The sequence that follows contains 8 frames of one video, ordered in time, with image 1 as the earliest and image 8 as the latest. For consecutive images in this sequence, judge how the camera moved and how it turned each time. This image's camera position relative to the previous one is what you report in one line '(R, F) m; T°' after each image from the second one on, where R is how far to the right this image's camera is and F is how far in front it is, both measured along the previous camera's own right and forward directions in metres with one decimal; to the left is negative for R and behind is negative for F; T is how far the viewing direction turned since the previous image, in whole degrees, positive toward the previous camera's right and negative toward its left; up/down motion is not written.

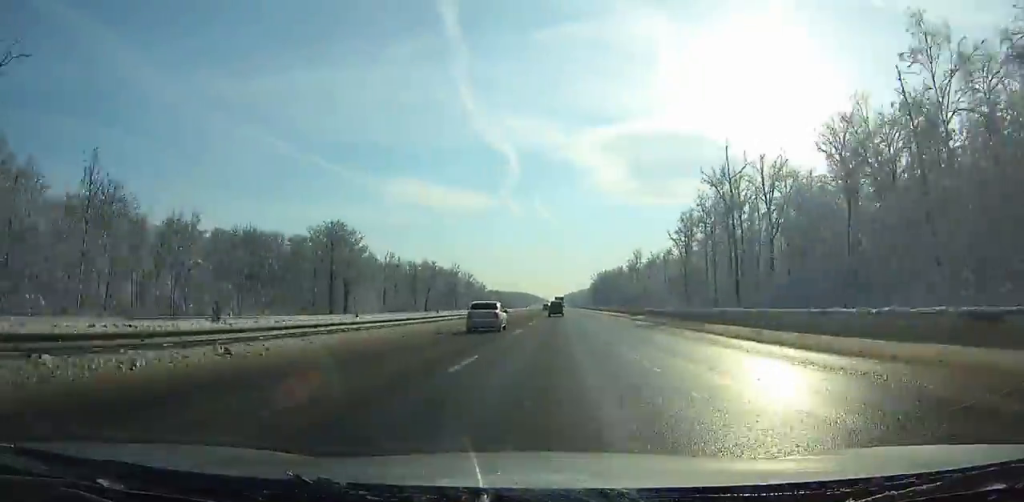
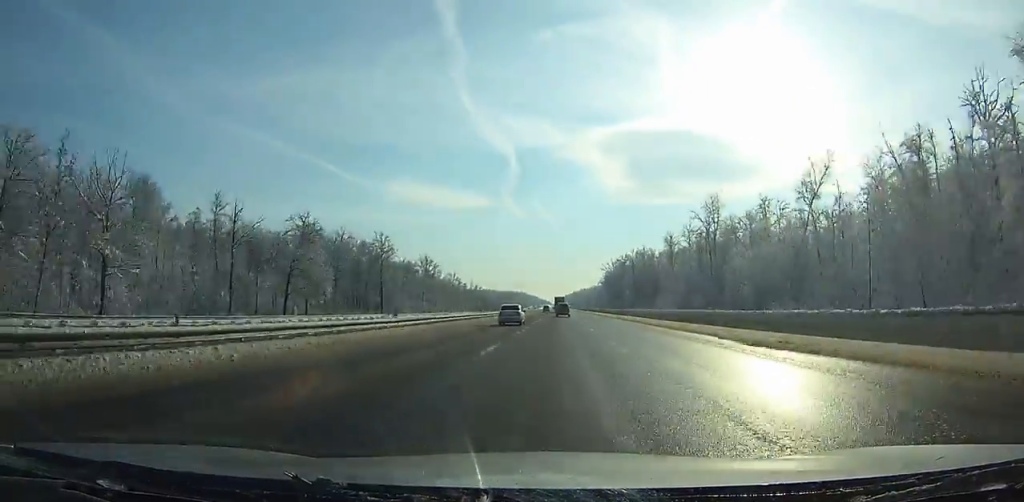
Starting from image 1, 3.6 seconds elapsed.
(-0.1, +105.6) m; 0°
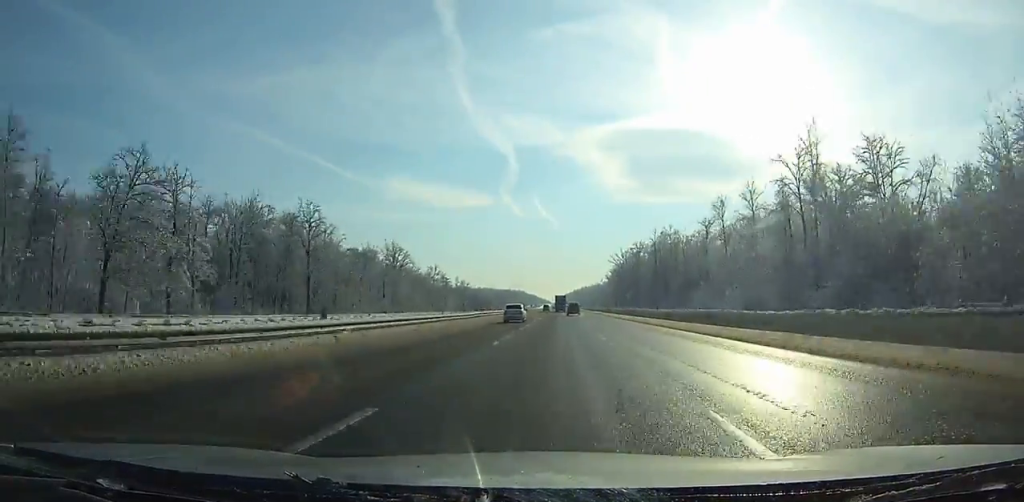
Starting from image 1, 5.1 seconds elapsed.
(+0.1, +43.5) m; 0°
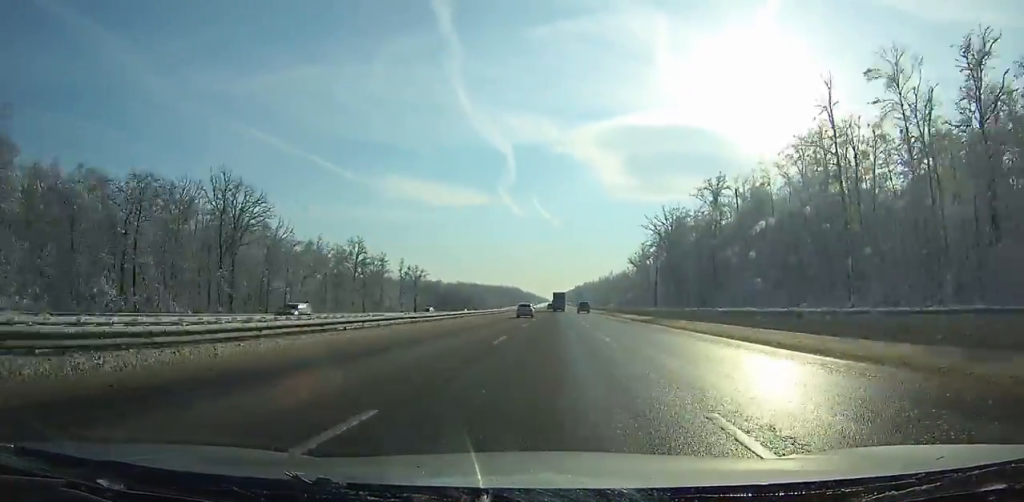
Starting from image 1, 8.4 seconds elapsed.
(+0.1, +94.9) m; 0°
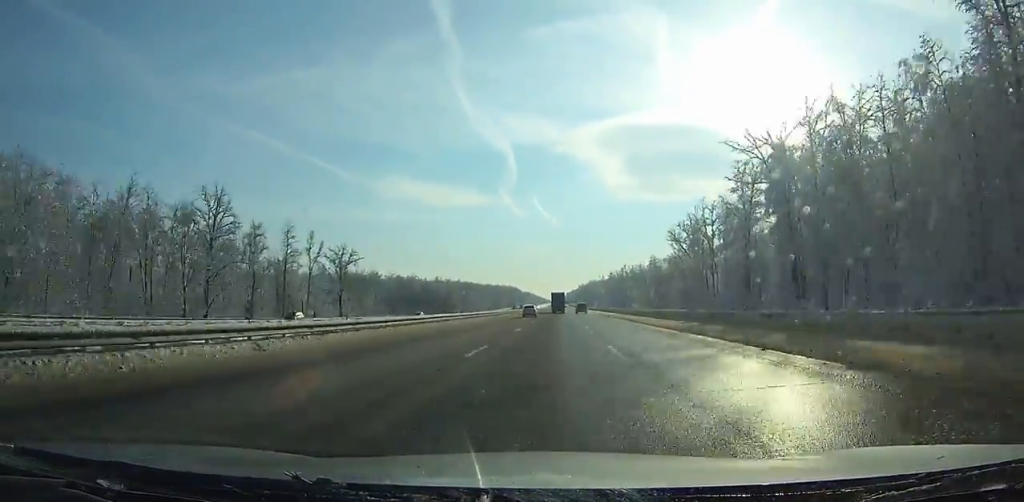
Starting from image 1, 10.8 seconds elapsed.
(-0.1, +68.1) m; 0°
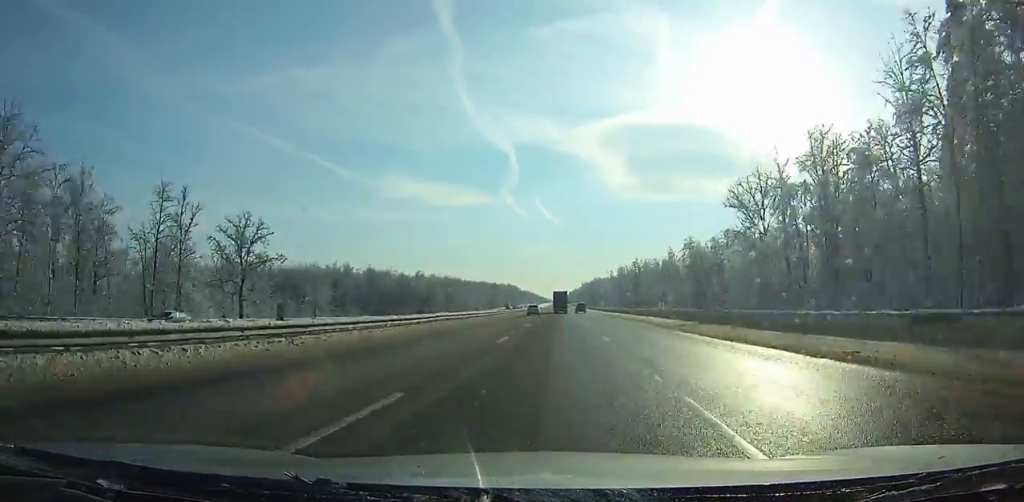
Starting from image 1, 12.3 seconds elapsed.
(0.0, +42.4) m; 0°
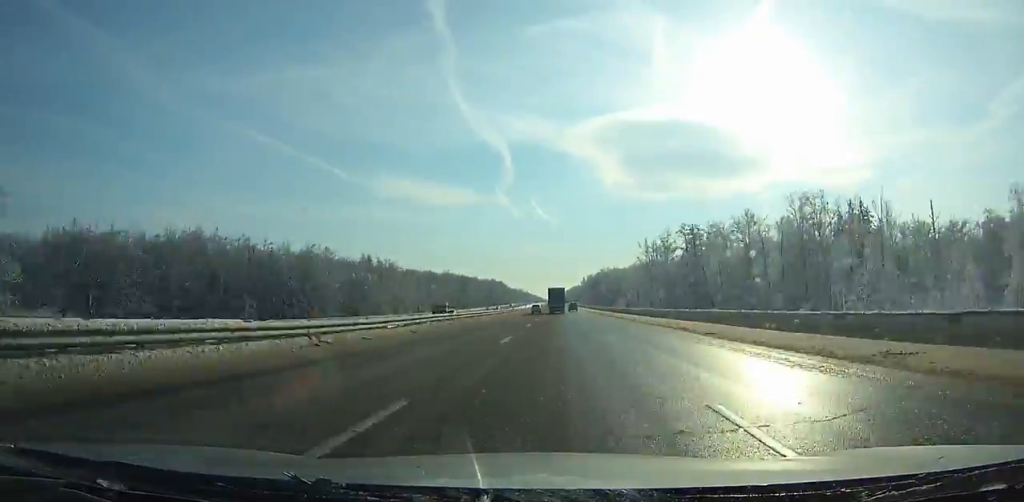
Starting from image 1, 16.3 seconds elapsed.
(-0.1, +111.6) m; 0°
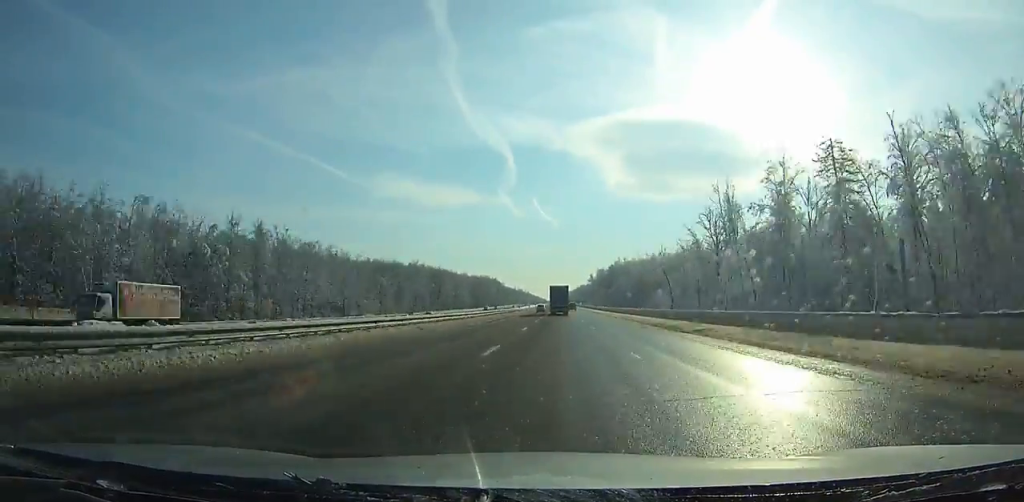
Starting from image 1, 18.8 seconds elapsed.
(0.0, +69.2) m; 0°
